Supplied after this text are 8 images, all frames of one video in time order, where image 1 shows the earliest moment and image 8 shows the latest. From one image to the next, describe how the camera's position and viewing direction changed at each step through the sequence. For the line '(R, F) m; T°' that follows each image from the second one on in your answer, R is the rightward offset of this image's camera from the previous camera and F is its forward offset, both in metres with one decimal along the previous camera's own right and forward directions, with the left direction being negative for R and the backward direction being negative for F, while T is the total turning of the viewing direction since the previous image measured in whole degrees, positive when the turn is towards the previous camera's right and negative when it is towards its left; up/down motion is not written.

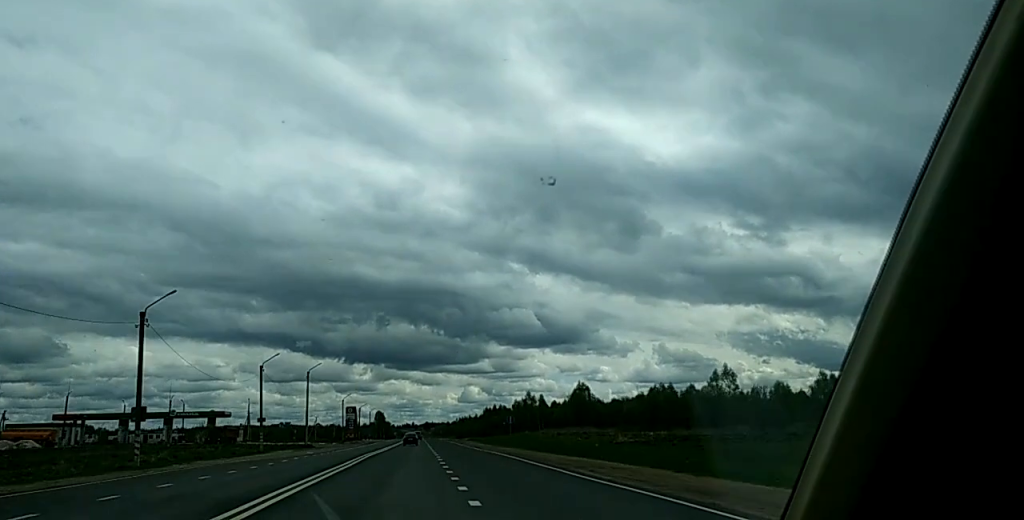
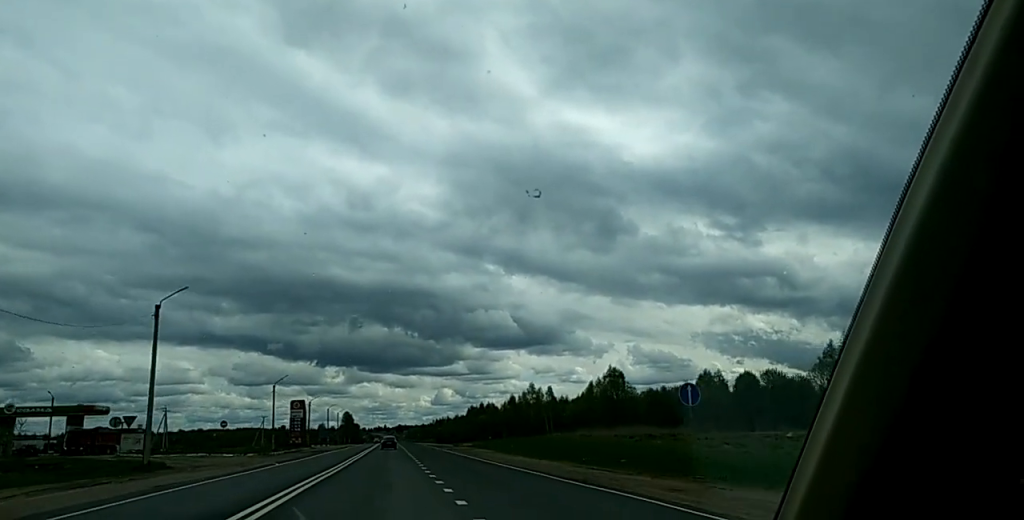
(-1.3, +52.2) m; 0°
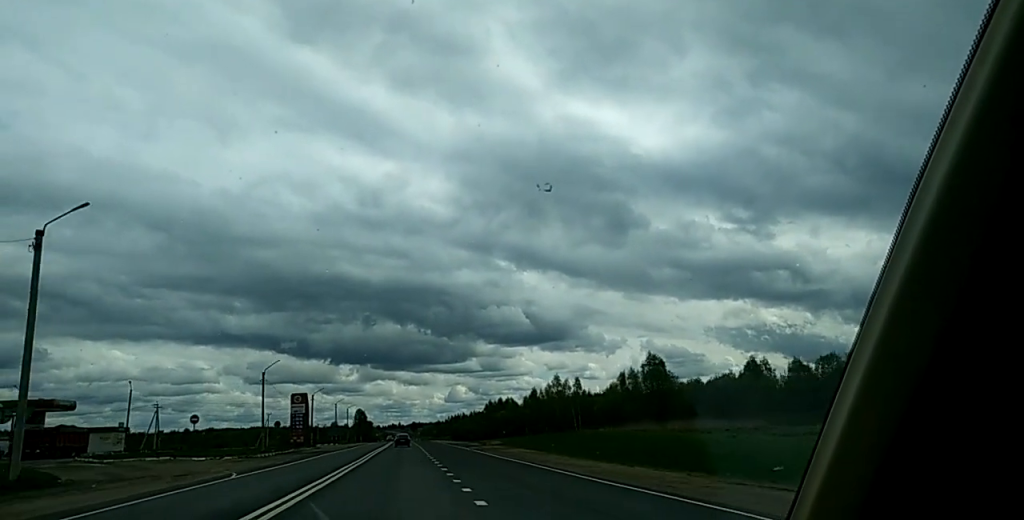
(+0.1, +17.1) m; +2°
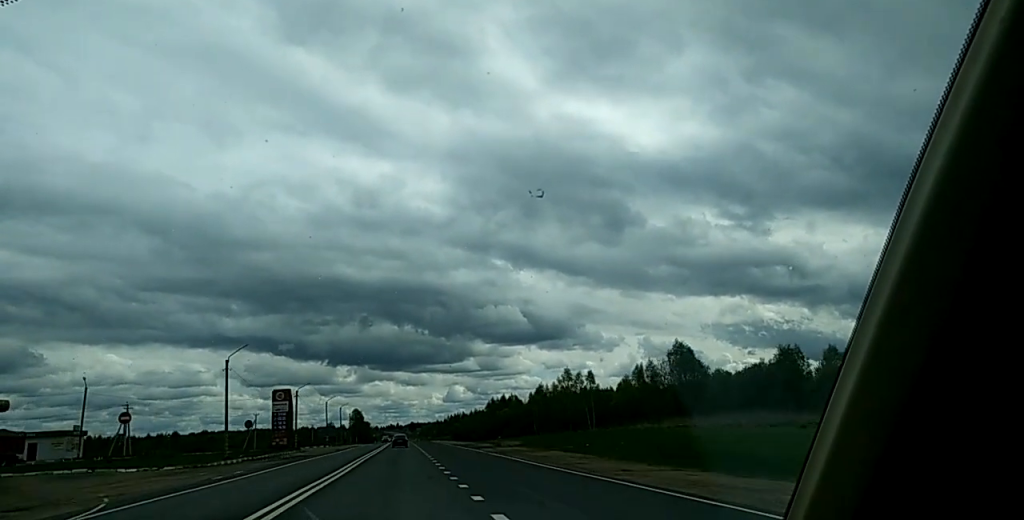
(+0.2, +15.0) m; +2°
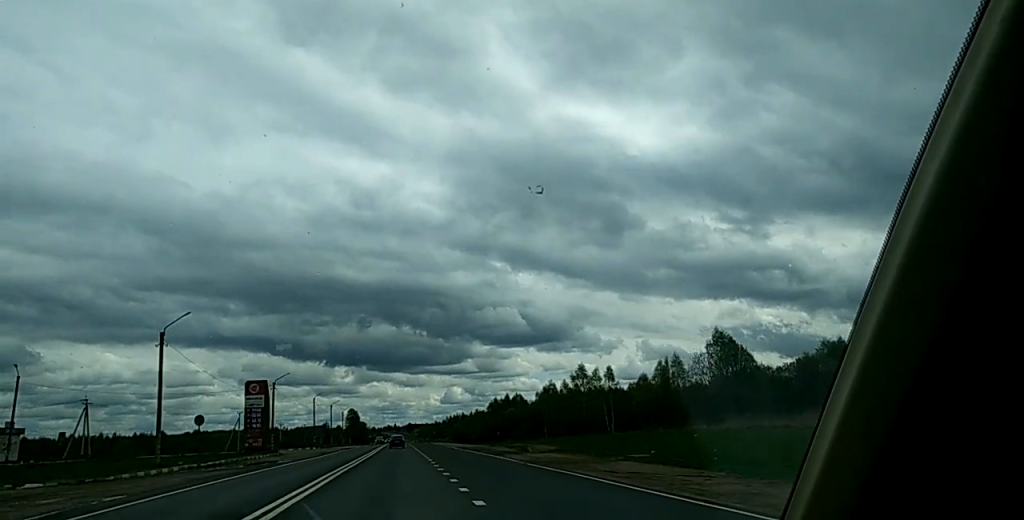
(+0.5, +16.4) m; +1°
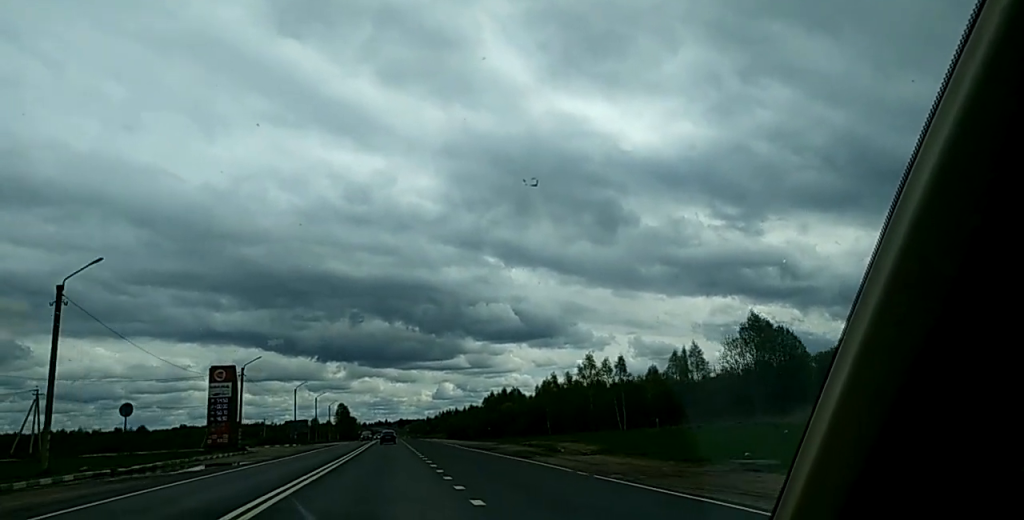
(0.0, +14.1) m; -1°
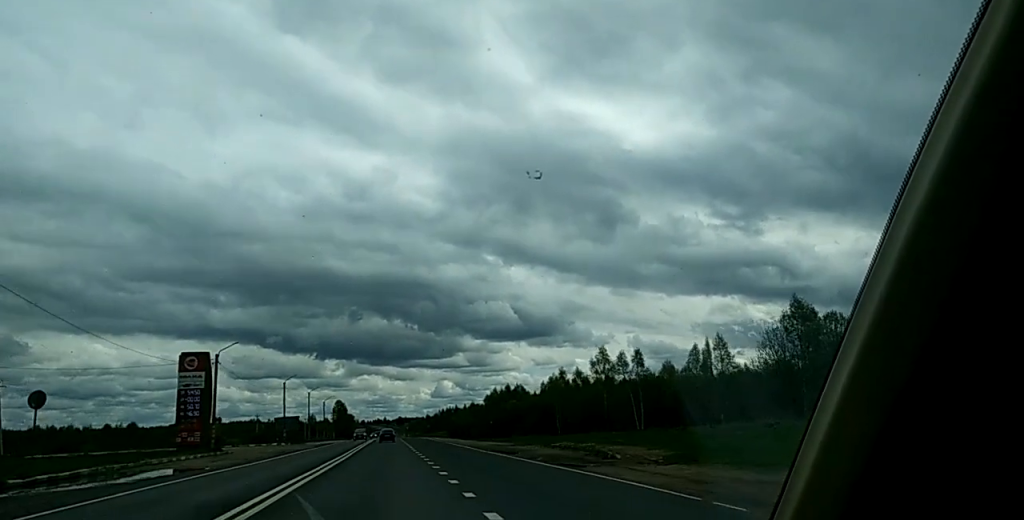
(0.0, +10.7) m; -1°
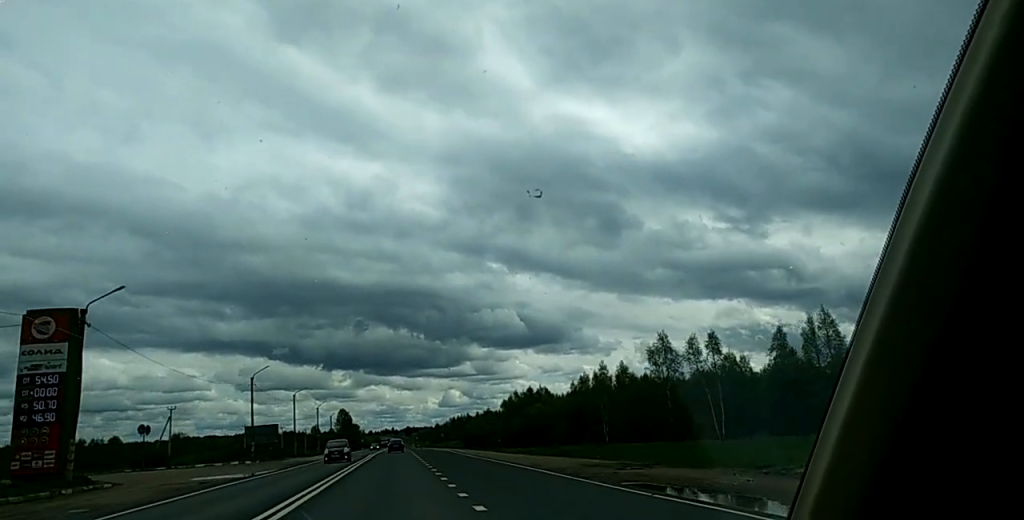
(-0.2, +29.4) m; +1°
